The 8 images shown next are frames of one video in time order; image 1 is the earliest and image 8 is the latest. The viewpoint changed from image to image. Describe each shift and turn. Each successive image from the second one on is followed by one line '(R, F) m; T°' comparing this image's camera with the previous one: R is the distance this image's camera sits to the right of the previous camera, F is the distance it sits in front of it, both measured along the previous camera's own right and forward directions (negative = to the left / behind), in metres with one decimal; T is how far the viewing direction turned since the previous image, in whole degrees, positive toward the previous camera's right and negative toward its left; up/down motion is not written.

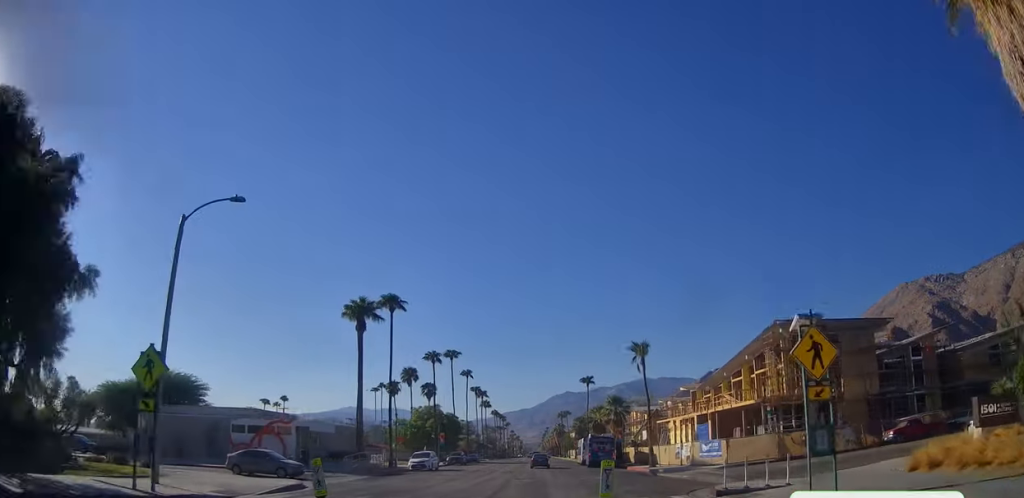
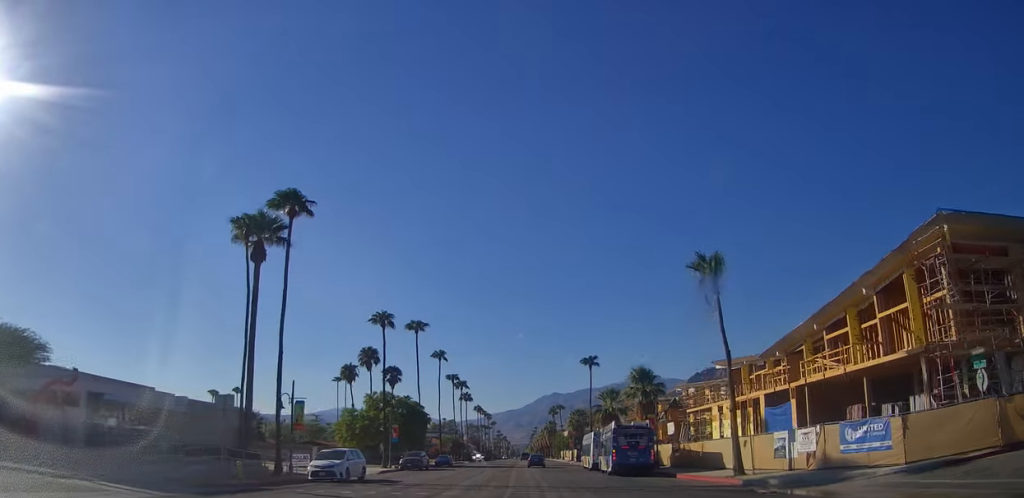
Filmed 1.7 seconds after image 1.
(0.0, +22.0) m; 0°
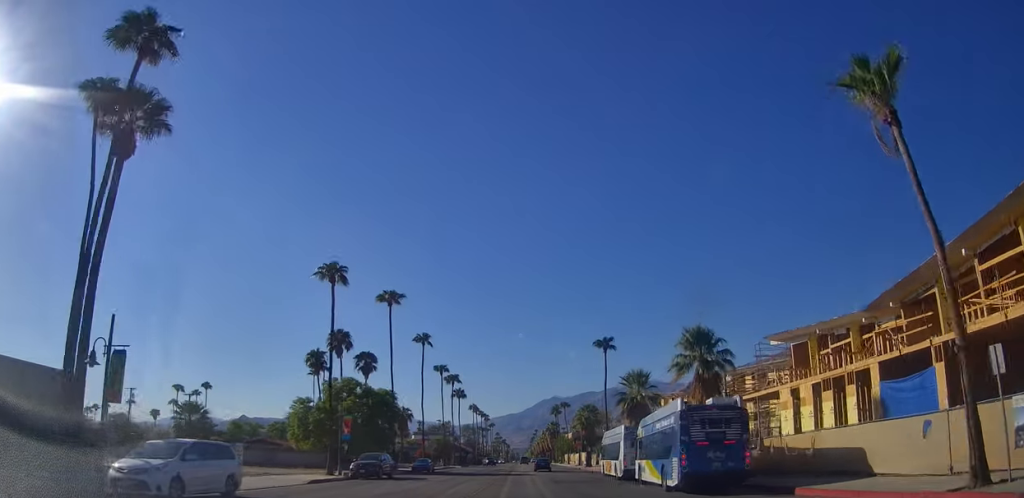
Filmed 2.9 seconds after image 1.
(0.0, +14.7) m; 0°
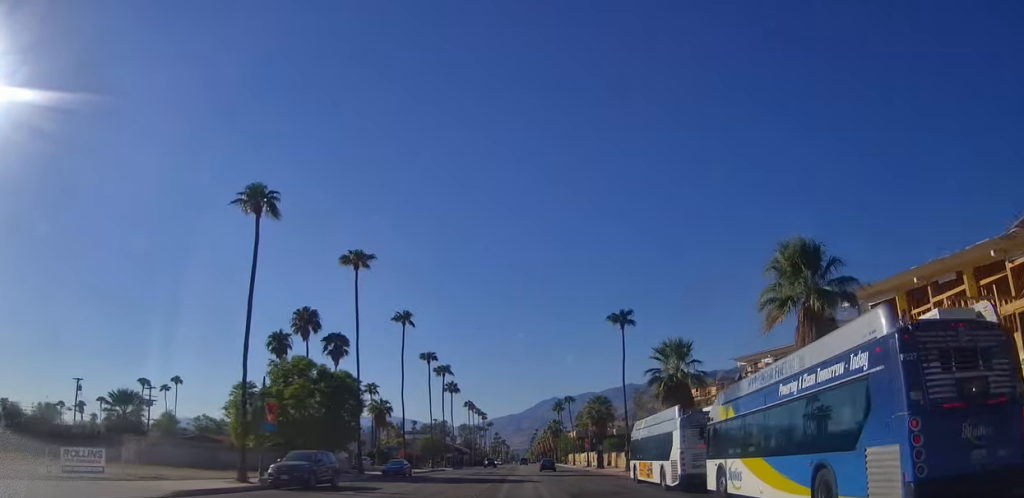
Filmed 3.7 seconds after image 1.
(0.0, +11.8) m; 0°
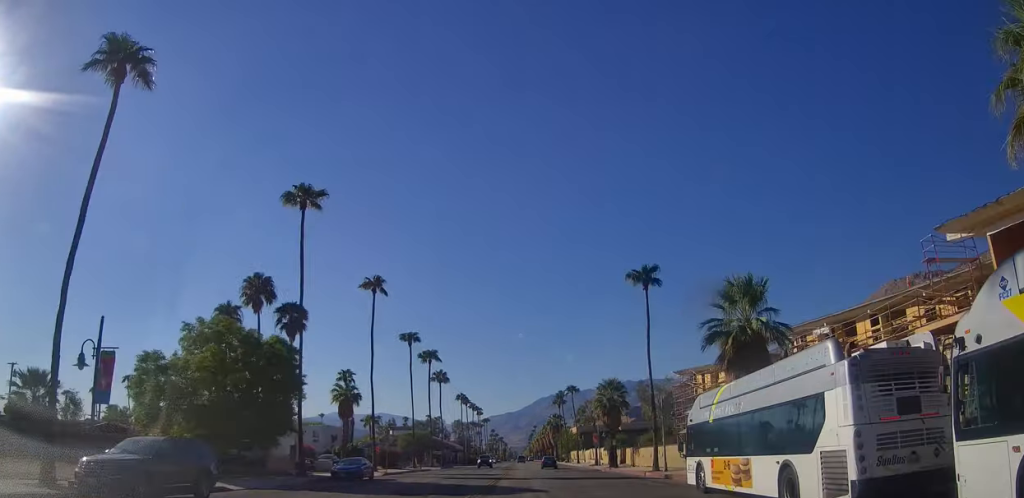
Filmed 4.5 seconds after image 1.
(0.0, +11.7) m; 0°
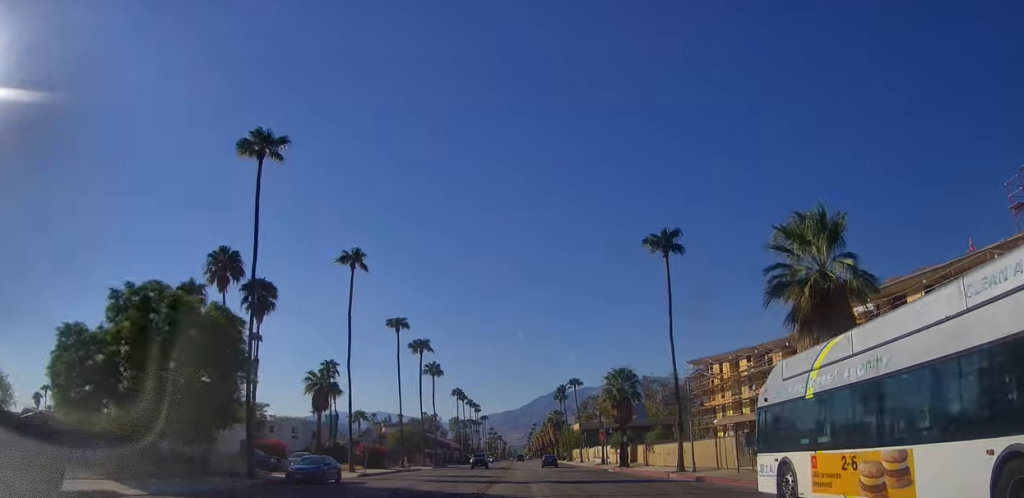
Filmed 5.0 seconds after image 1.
(0.0, +6.6) m; 0°
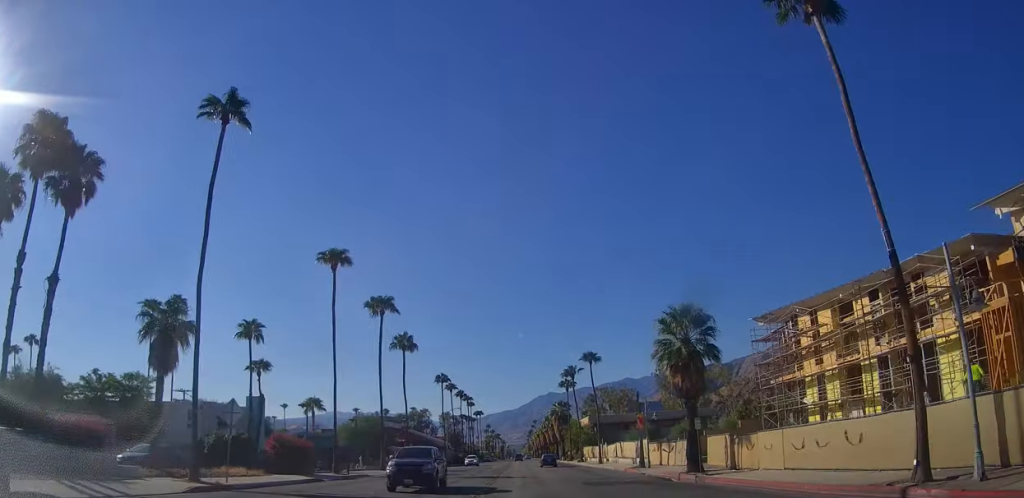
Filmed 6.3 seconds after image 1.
(0.0, +22.0) m; 0°
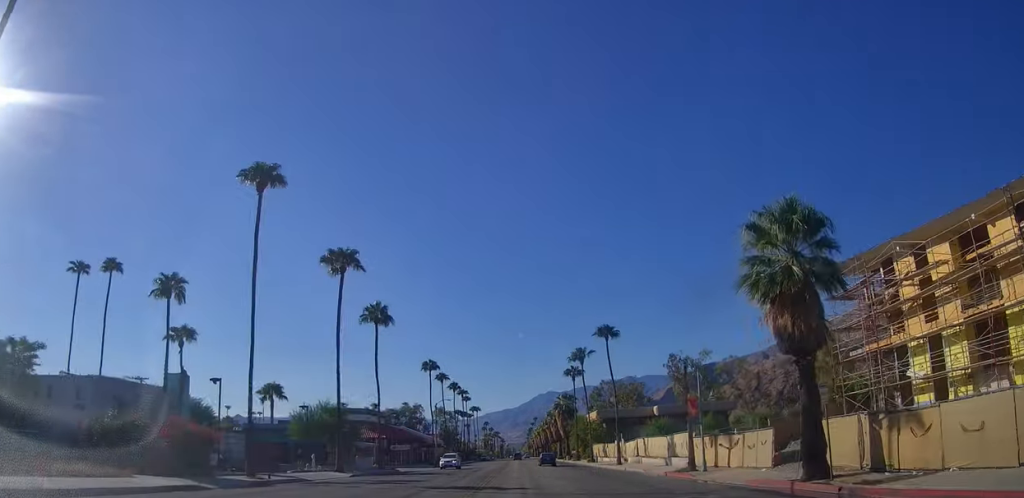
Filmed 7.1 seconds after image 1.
(0.0, +13.2) m; 0°
